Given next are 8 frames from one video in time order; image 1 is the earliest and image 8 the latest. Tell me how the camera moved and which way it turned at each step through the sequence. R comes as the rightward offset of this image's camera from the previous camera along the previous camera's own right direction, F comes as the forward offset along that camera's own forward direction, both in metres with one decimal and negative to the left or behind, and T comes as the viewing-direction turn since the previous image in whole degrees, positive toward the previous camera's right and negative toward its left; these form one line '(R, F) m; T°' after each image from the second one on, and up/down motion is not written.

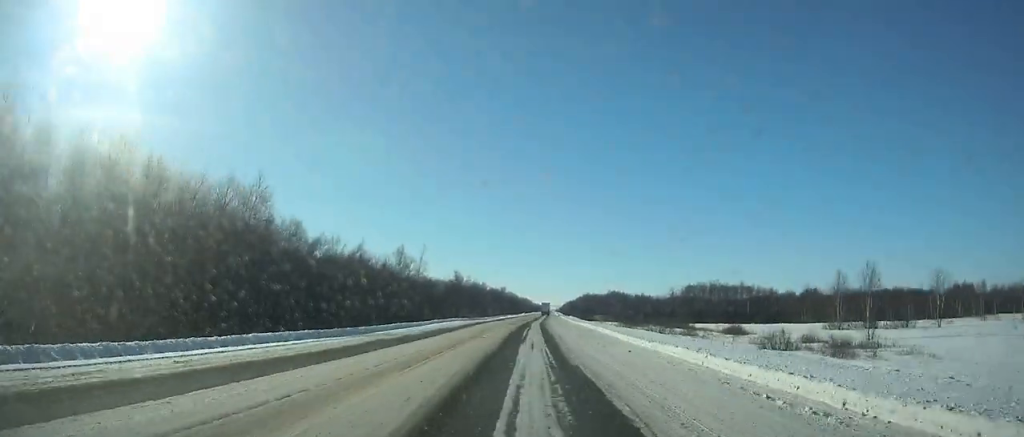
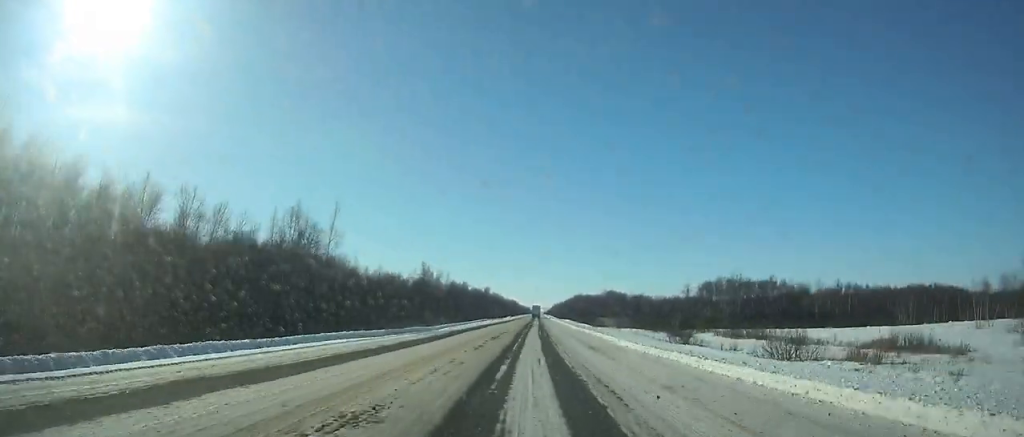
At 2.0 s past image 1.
(0.0, +41.9) m; +1°
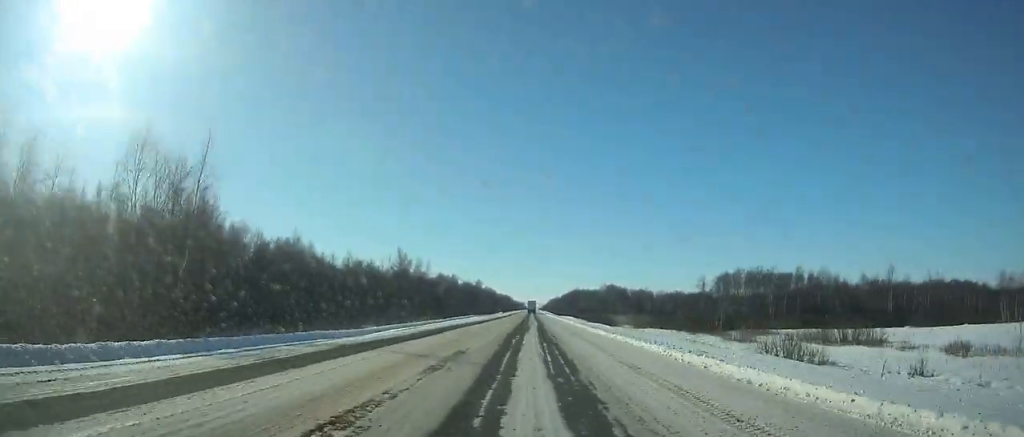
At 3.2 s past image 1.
(+0.2, +25.2) m; 0°
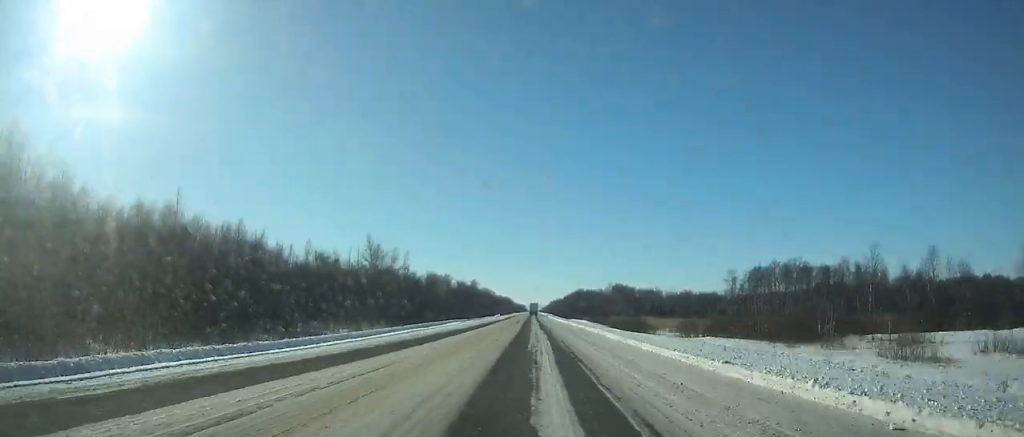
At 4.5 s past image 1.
(0.0, +27.2) m; 0°
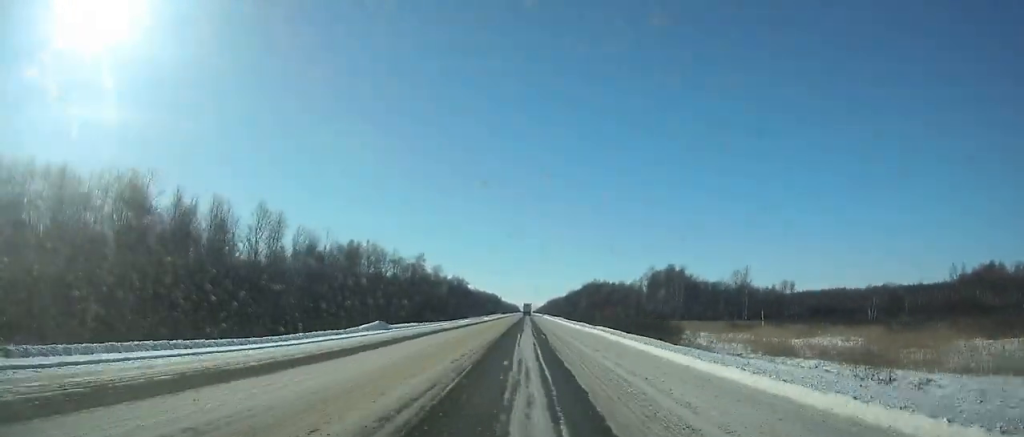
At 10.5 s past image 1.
(+0.6, +126.6) m; 0°
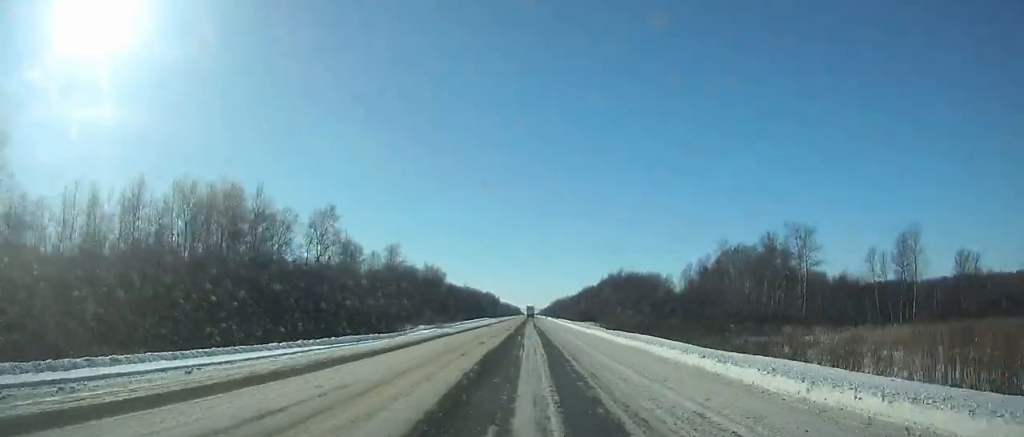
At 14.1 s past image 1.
(0.0, +76.8) m; 0°
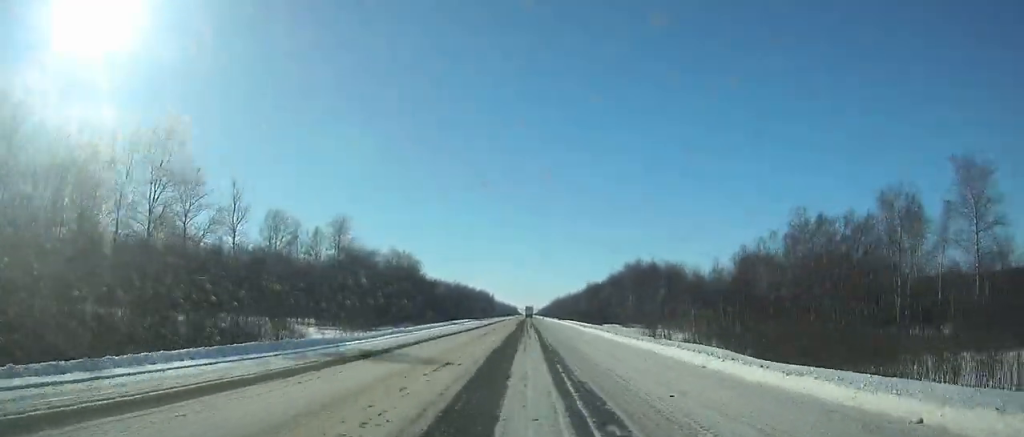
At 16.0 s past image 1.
(+0.1, +40.8) m; 0°
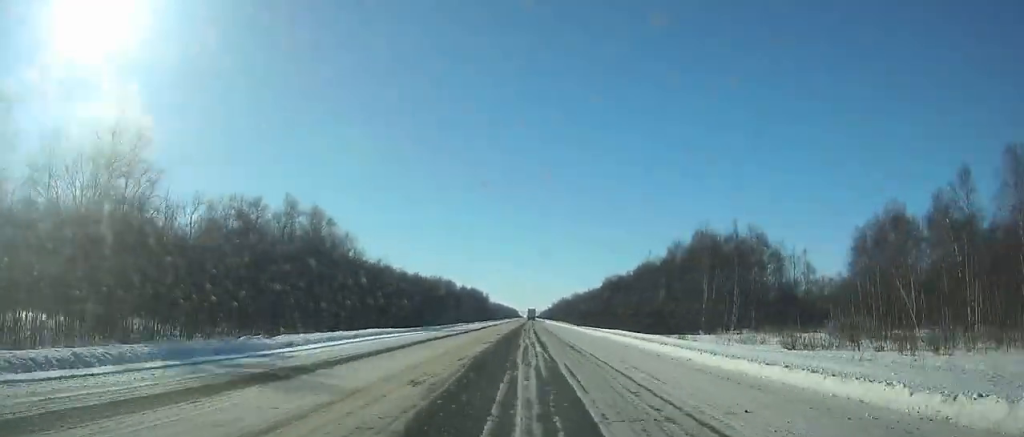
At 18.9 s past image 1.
(0.0, +63.0) m; 0°
